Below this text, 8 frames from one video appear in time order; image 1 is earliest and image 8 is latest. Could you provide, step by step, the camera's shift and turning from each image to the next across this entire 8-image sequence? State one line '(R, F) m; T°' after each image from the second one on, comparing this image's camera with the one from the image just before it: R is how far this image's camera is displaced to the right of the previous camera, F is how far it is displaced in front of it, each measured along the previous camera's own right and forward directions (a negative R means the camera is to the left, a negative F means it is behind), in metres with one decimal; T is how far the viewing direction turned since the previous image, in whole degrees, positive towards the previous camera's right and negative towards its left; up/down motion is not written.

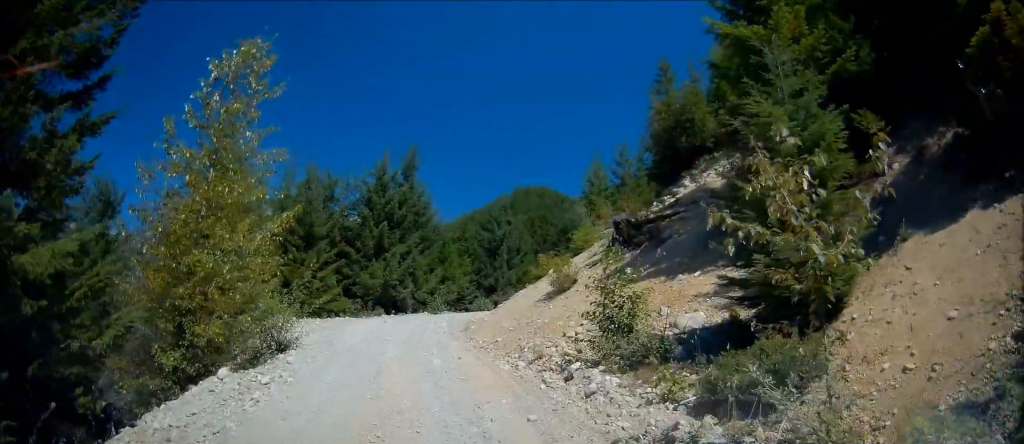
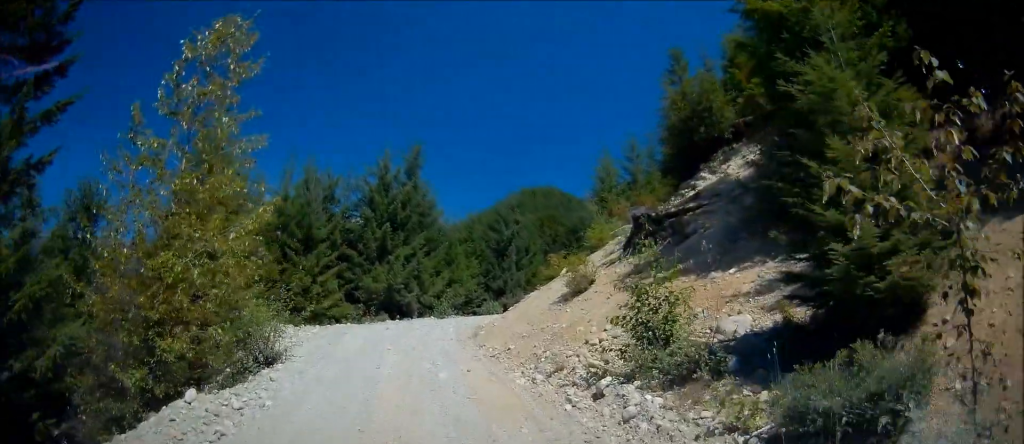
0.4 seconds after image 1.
(+0.2, +1.6) m; +1°
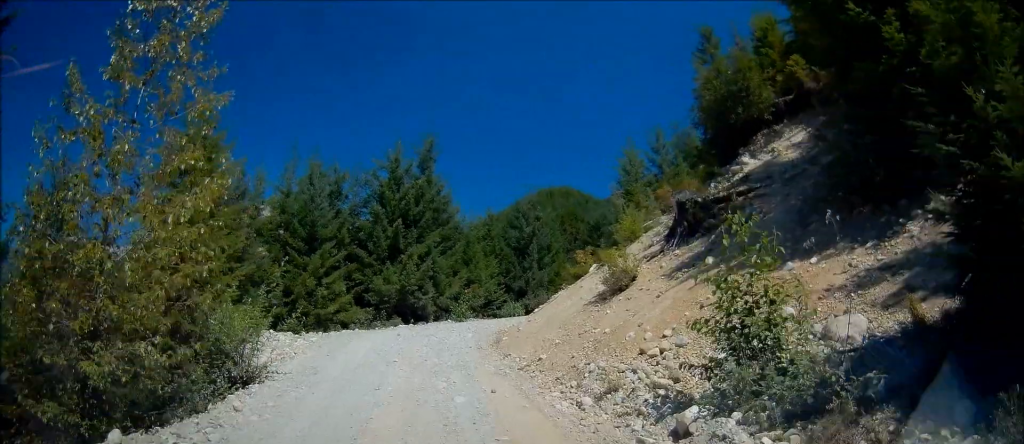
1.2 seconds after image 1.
(0.0, +2.6) m; +3°
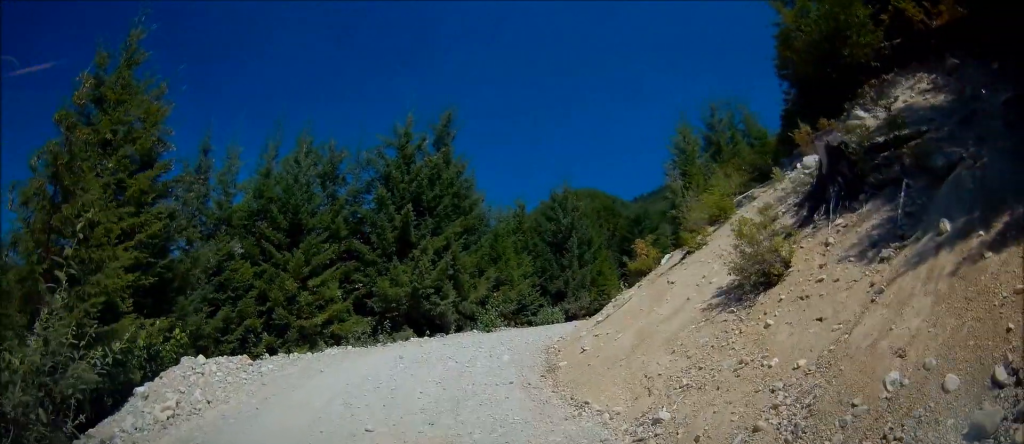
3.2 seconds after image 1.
(+0.1, +6.6) m; -3°
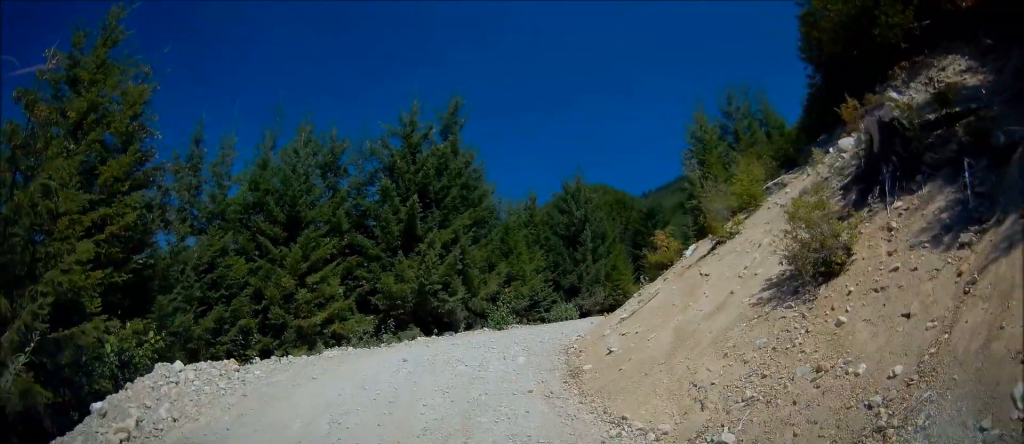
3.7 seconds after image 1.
(-0.2, +1.4) m; -2°
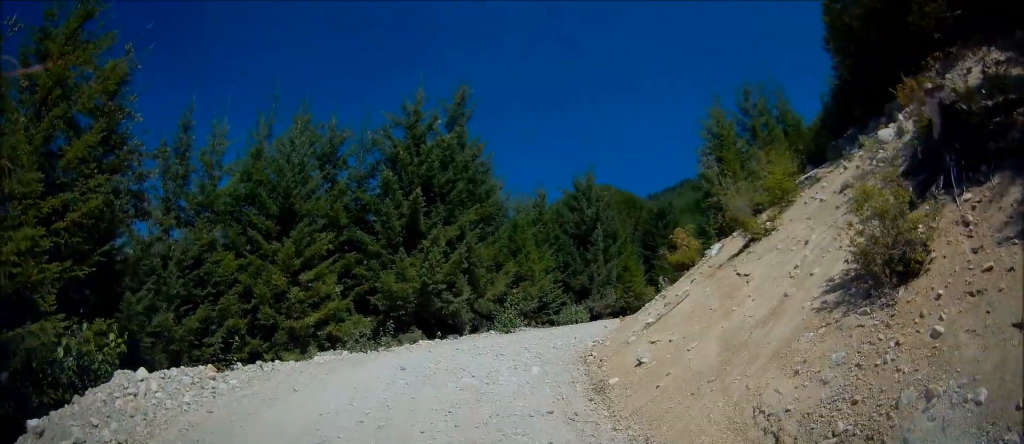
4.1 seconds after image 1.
(+0.2, +1.5) m; 0°
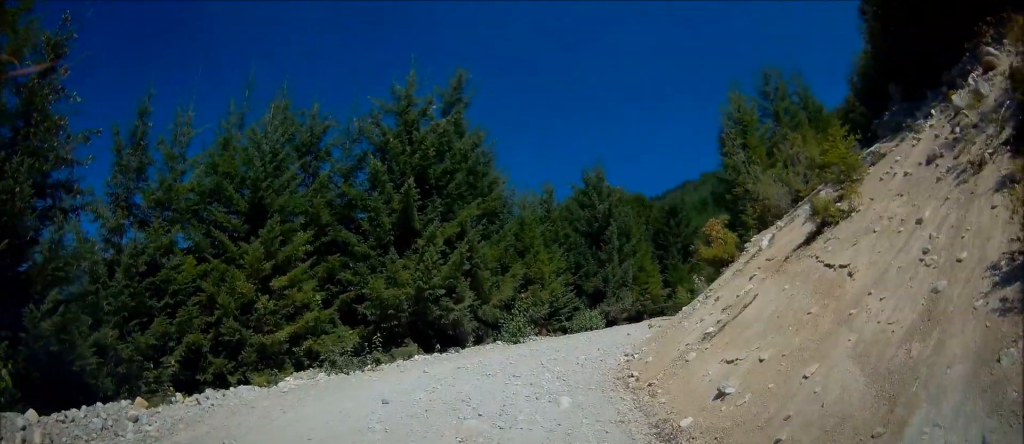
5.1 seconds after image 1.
(+0.1, +3.1) m; -3°
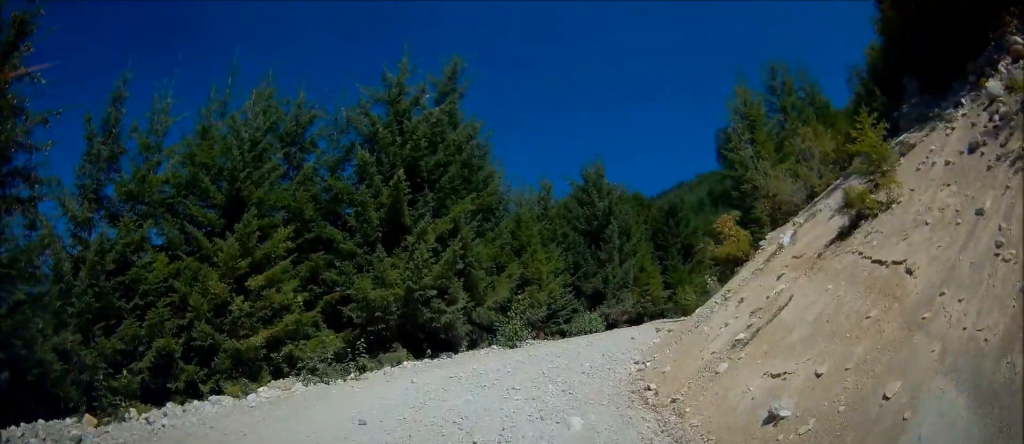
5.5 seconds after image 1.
(-0.1, +1.4) m; -3°
